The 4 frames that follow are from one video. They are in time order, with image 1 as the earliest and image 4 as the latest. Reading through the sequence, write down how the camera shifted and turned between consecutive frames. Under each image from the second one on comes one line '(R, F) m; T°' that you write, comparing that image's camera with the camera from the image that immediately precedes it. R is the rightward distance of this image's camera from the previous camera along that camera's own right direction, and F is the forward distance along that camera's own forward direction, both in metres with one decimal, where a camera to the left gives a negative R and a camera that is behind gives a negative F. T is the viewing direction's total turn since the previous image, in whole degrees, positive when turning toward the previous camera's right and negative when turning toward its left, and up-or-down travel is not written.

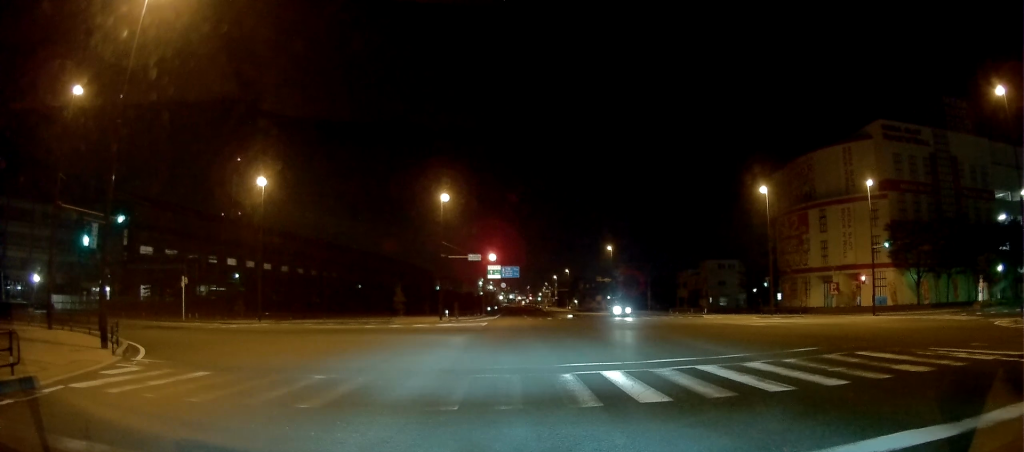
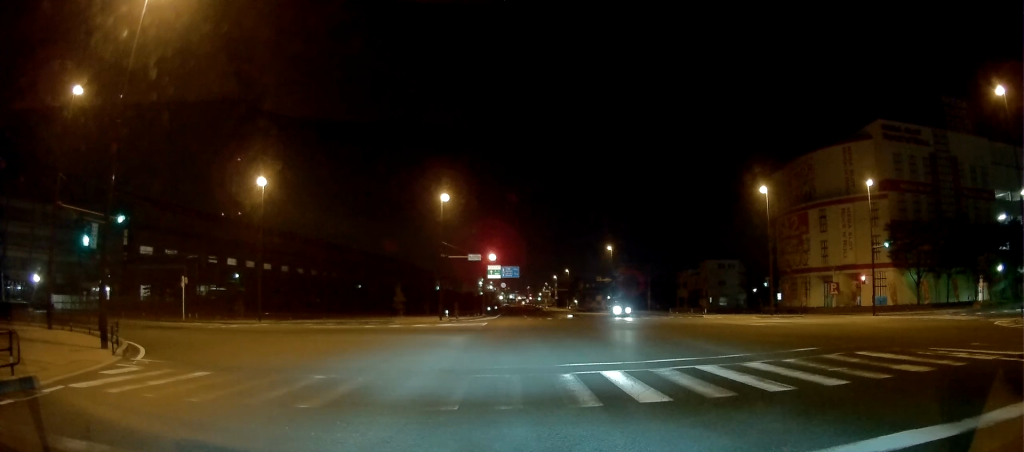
(0.0, 0.0) m; 0°
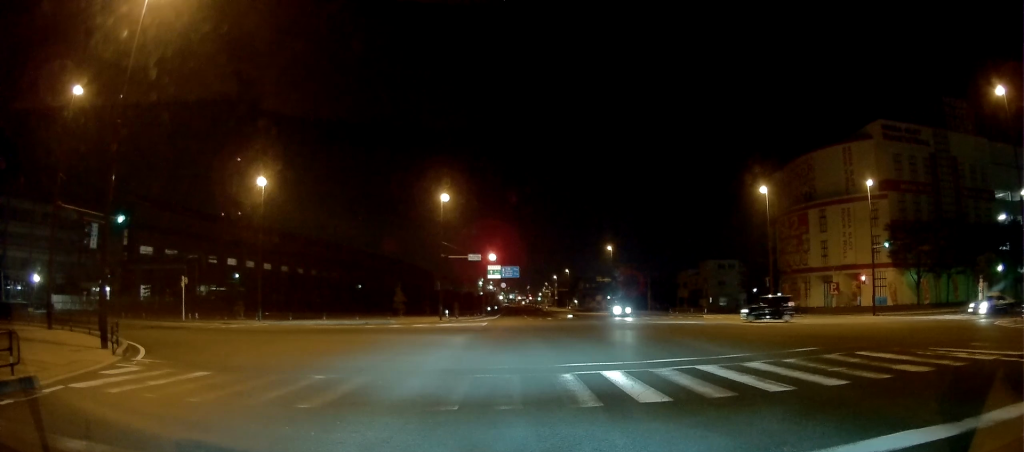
(0.0, 0.0) m; 0°
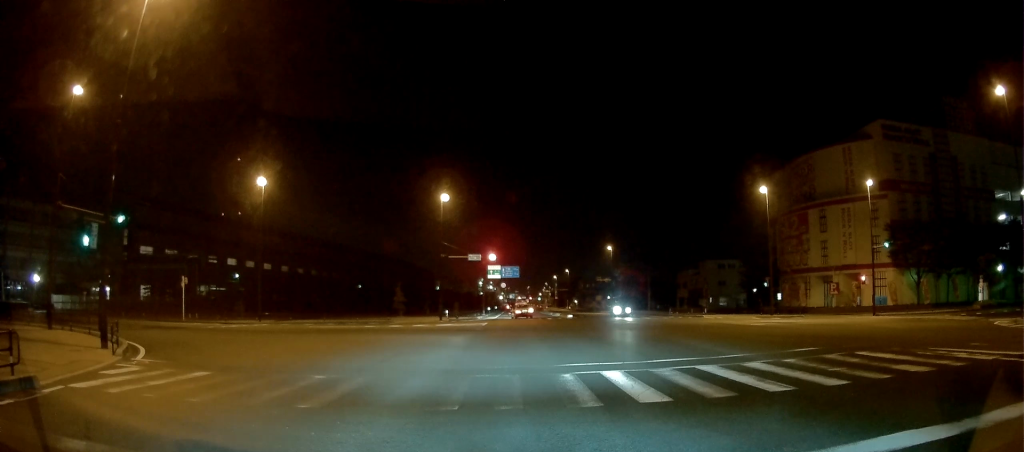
(0.0, 0.0) m; 0°
